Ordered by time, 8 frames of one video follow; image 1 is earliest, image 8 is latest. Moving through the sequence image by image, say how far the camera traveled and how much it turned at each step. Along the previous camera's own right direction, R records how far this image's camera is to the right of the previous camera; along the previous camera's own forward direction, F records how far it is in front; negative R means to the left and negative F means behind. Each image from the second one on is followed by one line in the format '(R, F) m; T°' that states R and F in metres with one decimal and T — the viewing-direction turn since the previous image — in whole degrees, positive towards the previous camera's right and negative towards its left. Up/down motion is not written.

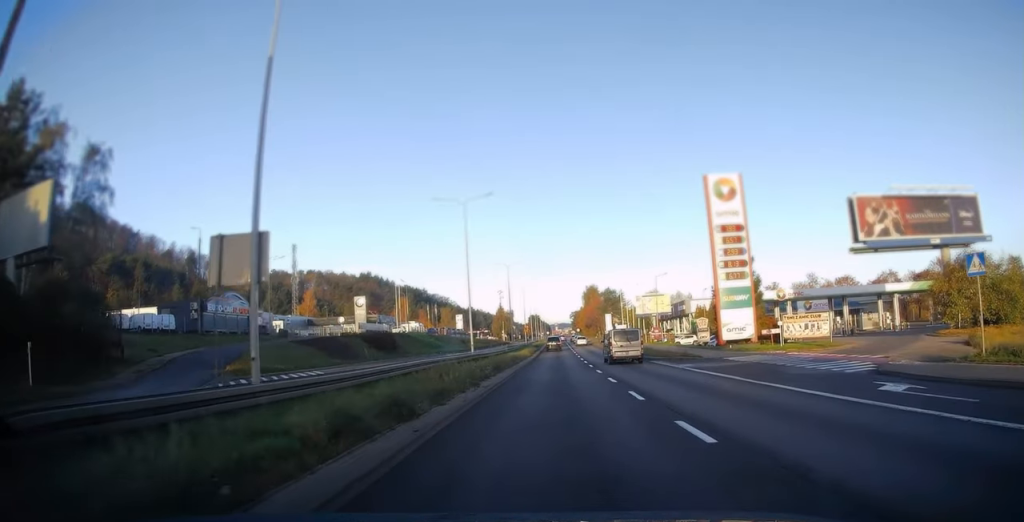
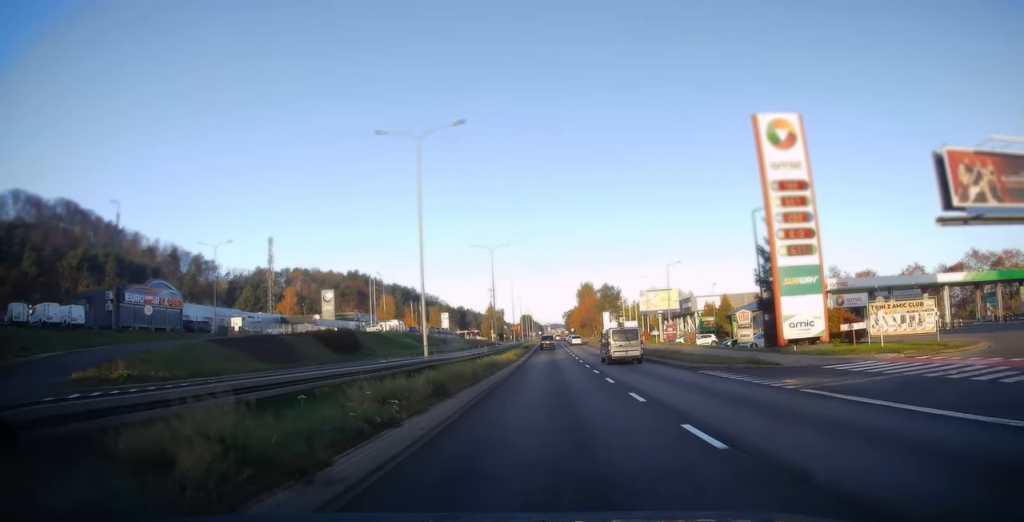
(+0.2, +12.5) m; 0°
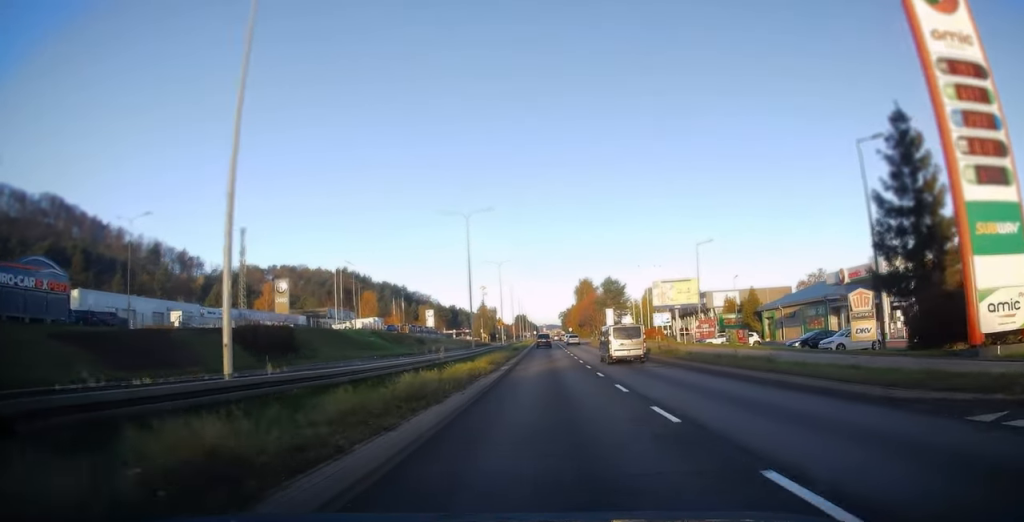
(0.0, +15.6) m; 0°
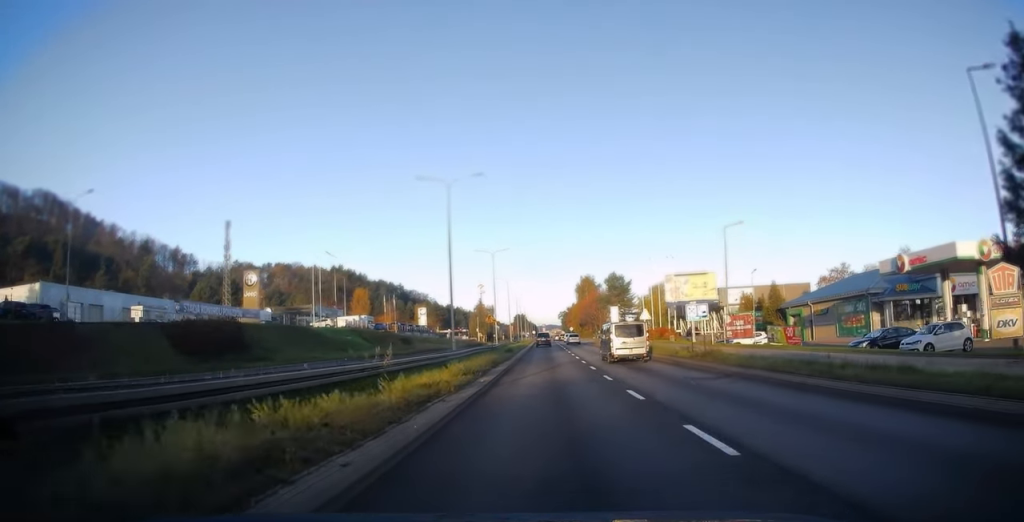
(-0.2, +8.7) m; 0°
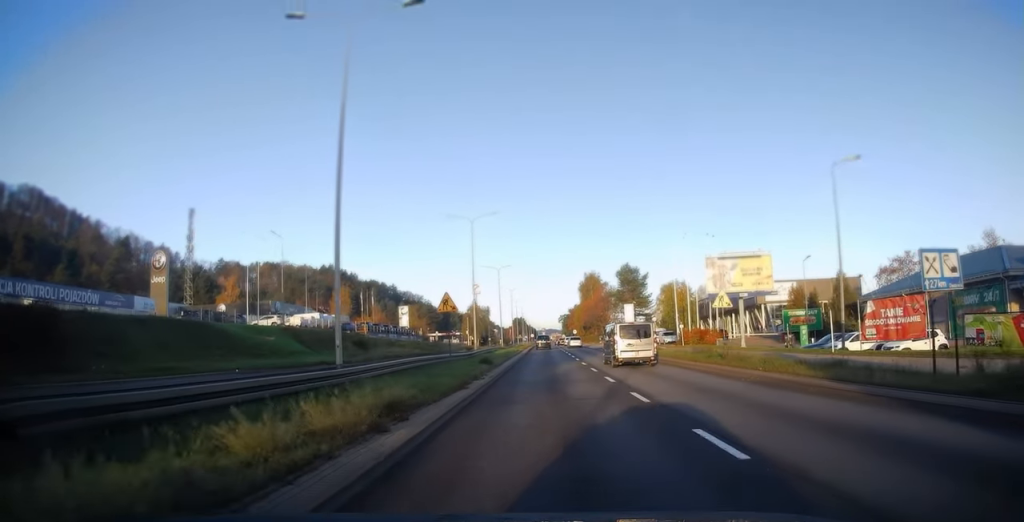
(+0.3, +18.8) m; 0°
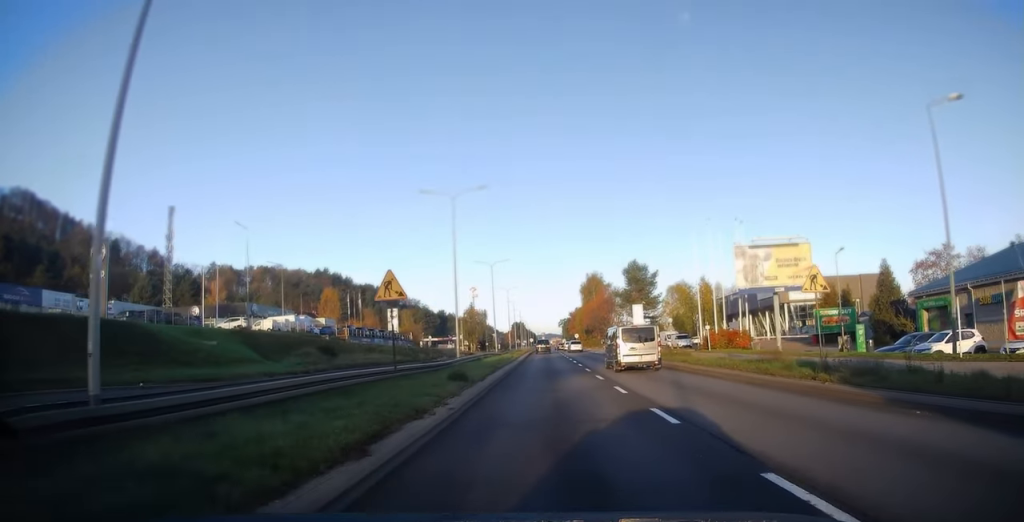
(-0.1, +8.7) m; 0°
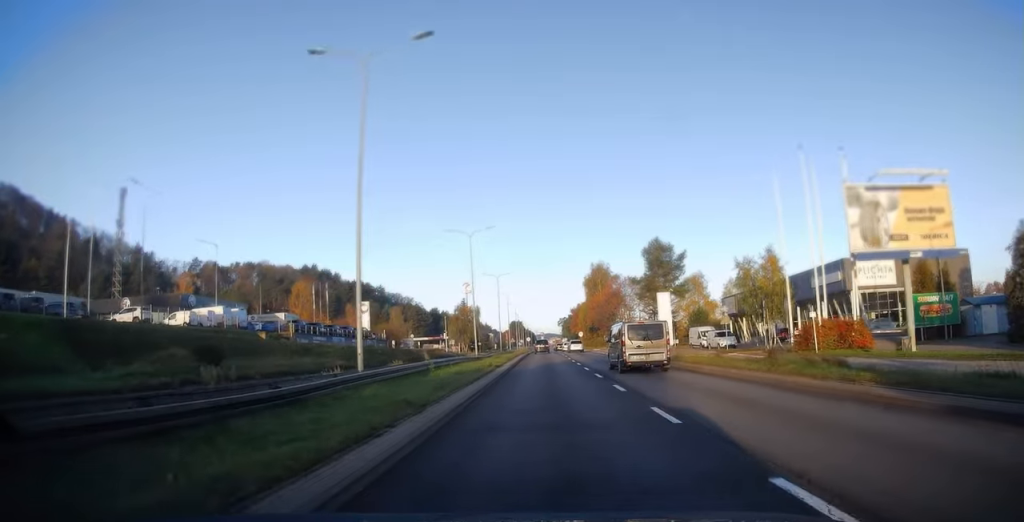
(-0.2, +18.4) m; 0°
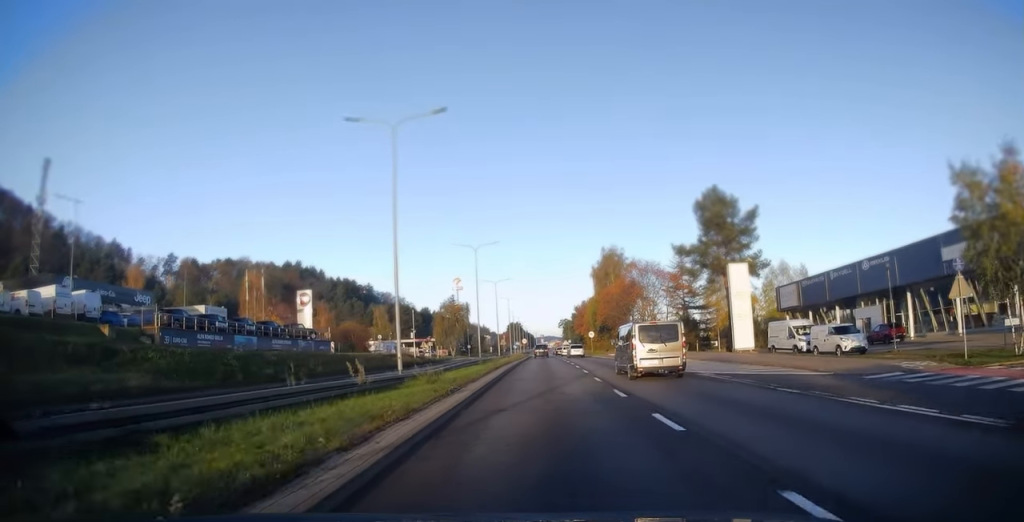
(+0.2, +24.7) m; +1°
